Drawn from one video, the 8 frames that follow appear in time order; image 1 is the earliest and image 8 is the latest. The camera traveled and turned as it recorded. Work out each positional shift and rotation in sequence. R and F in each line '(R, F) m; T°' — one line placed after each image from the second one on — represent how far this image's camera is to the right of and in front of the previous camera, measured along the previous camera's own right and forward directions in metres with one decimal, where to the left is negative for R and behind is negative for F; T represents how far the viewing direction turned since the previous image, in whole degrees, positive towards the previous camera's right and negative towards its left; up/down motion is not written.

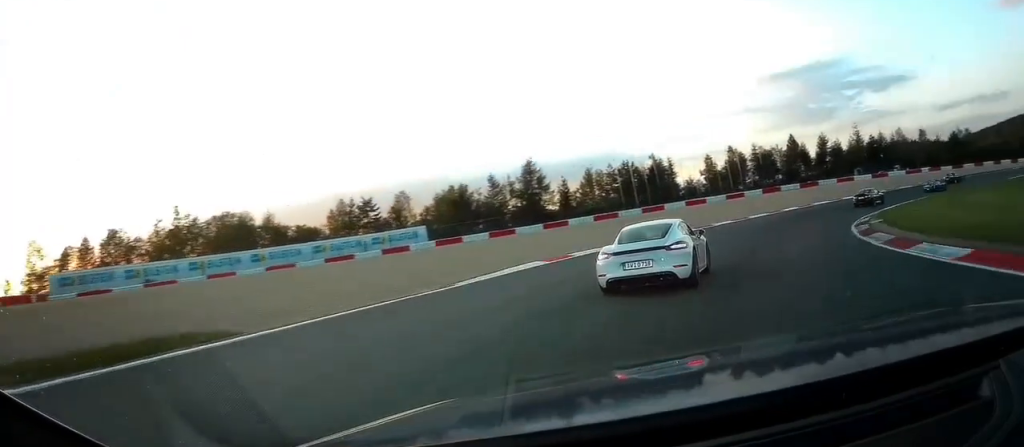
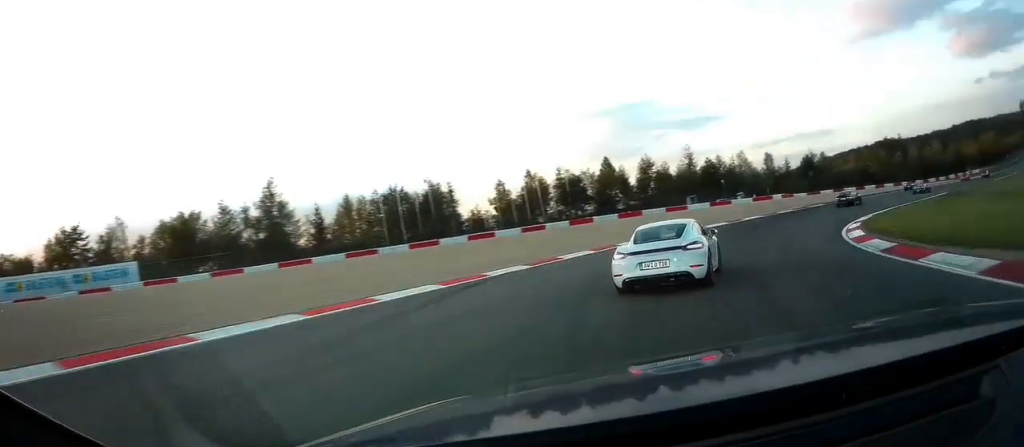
(+3.4, +14.7) m; +20°
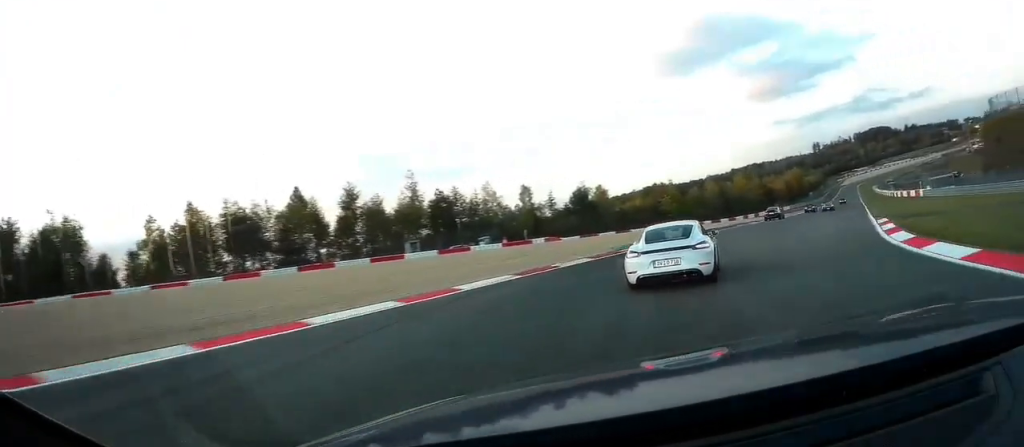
(+3.7, +20.1) m; +20°
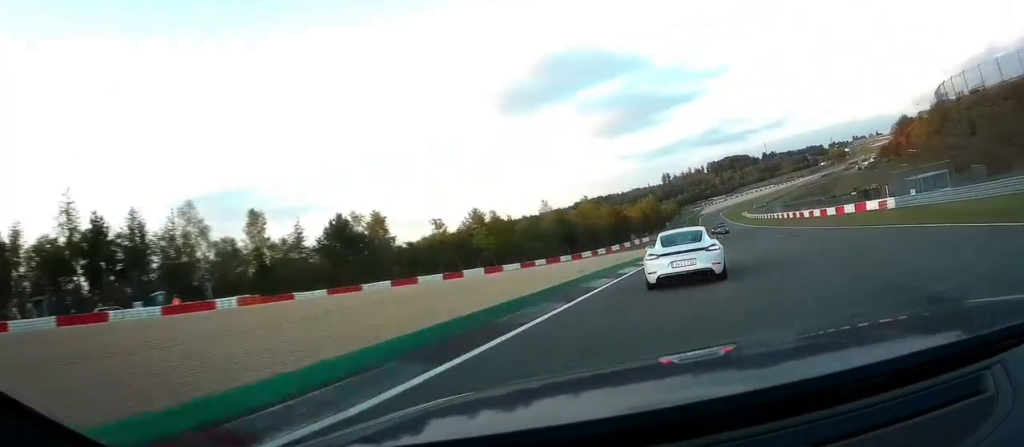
(+3.8, +25.9) m; +13°
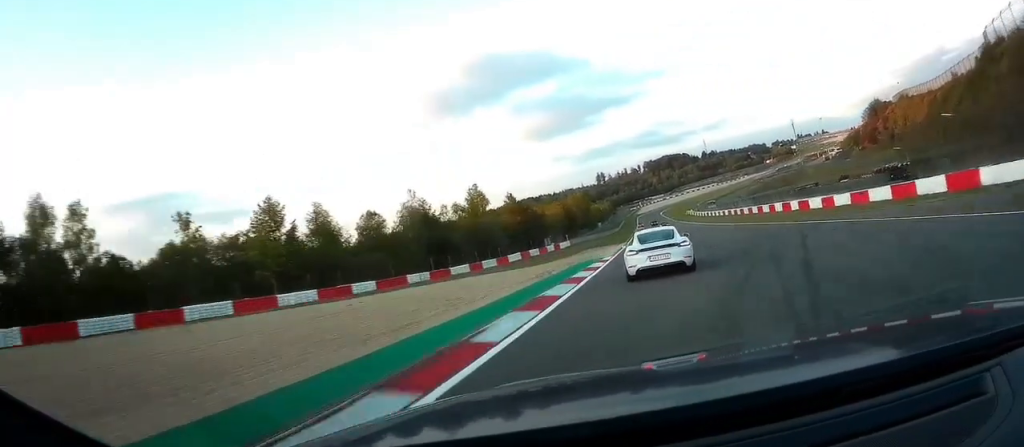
(+2.6, +32.0) m; +7°
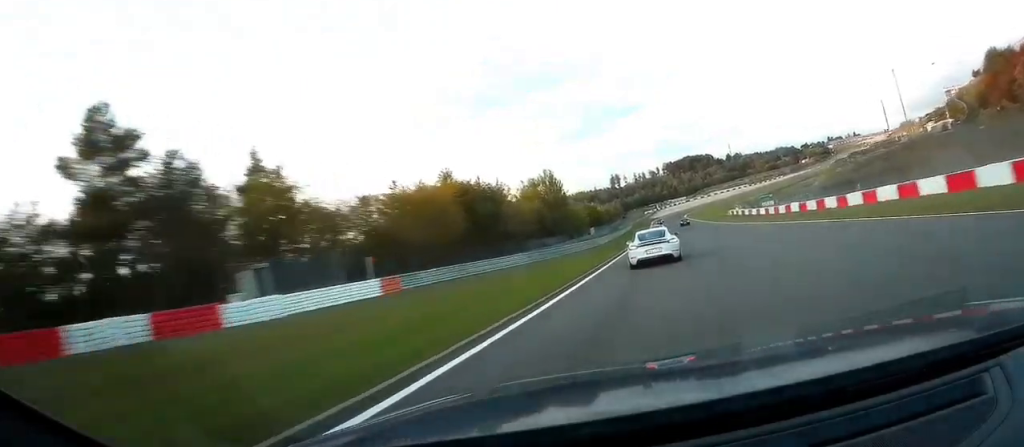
(+2.6, +83.7) m; +2°
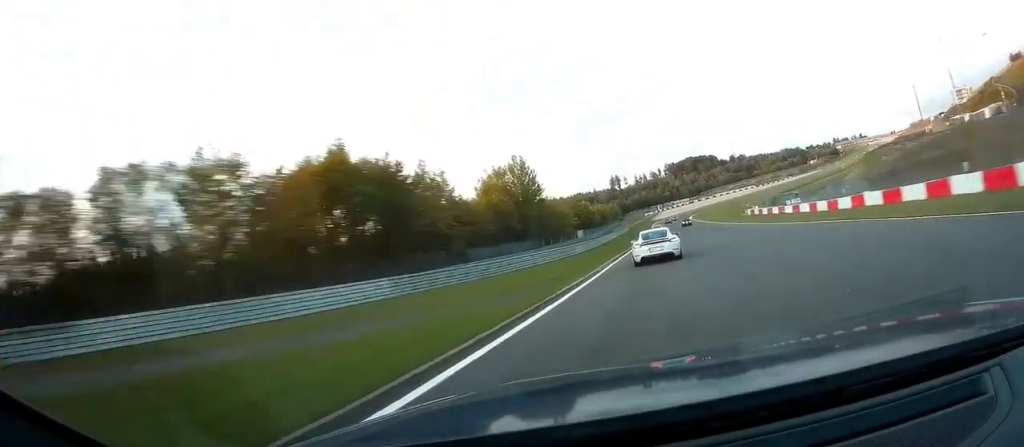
(0.0, +27.6) m; 0°
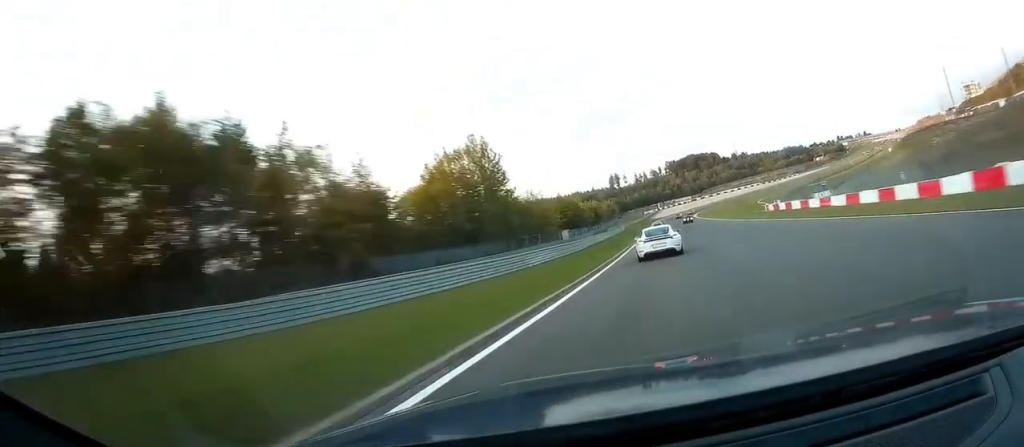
(0.0, +24.2) m; 0°
